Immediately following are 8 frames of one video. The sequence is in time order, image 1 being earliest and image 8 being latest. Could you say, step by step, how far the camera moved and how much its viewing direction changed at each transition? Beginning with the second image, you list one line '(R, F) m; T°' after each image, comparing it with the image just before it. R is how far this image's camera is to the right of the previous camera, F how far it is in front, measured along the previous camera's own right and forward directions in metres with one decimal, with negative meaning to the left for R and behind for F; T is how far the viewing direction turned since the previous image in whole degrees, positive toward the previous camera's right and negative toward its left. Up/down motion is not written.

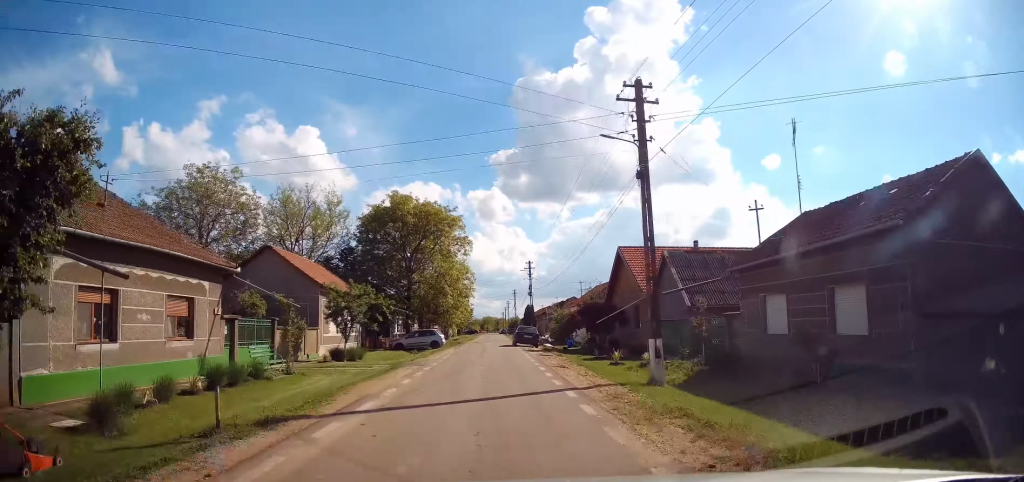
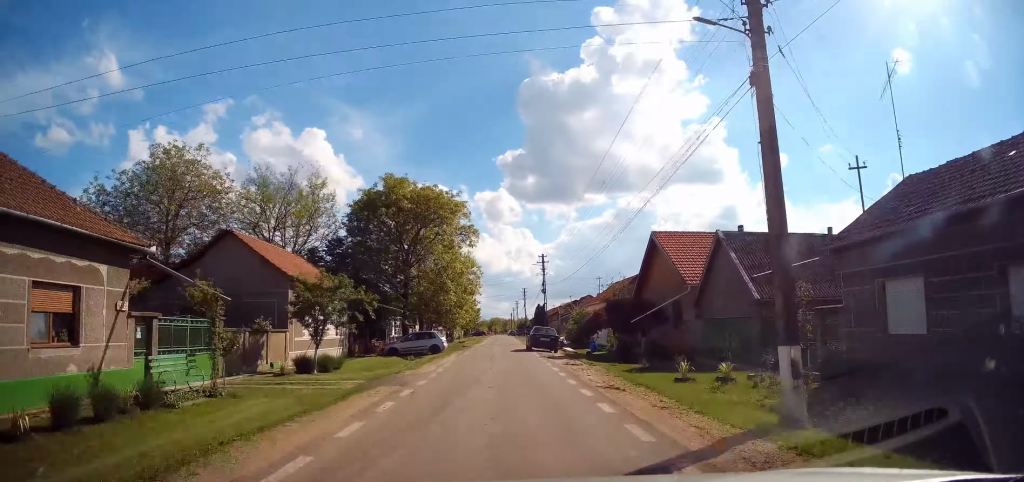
(0.0, +5.7) m; +1°
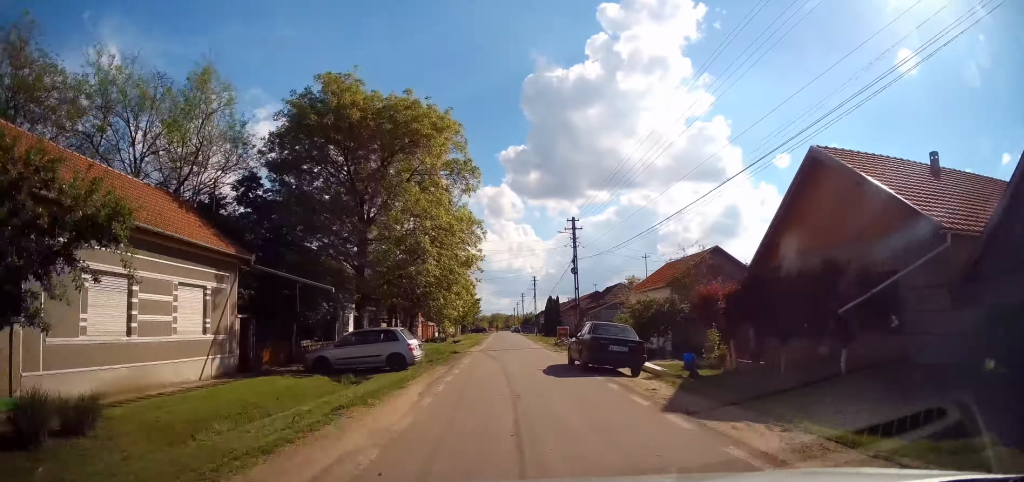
(+0.4, +14.7) m; +1°
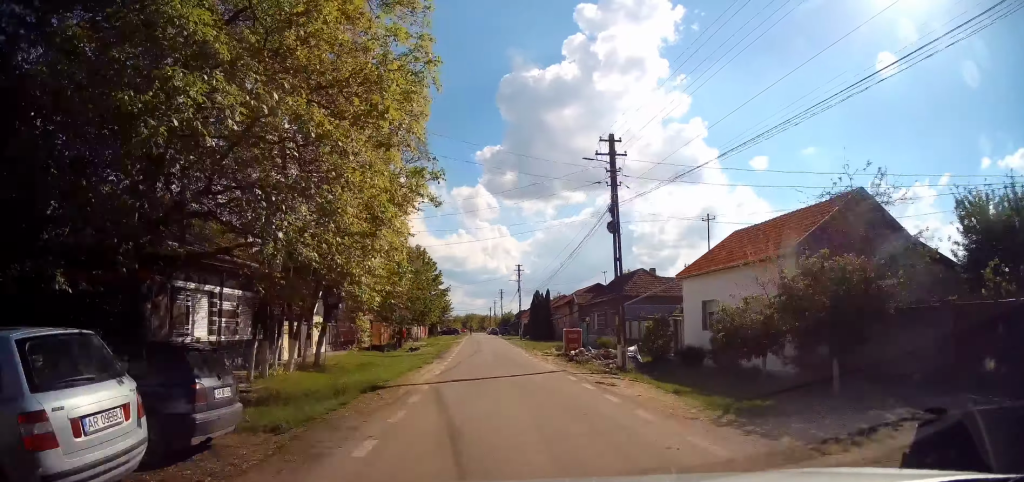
(0.0, +15.4) m; +2°
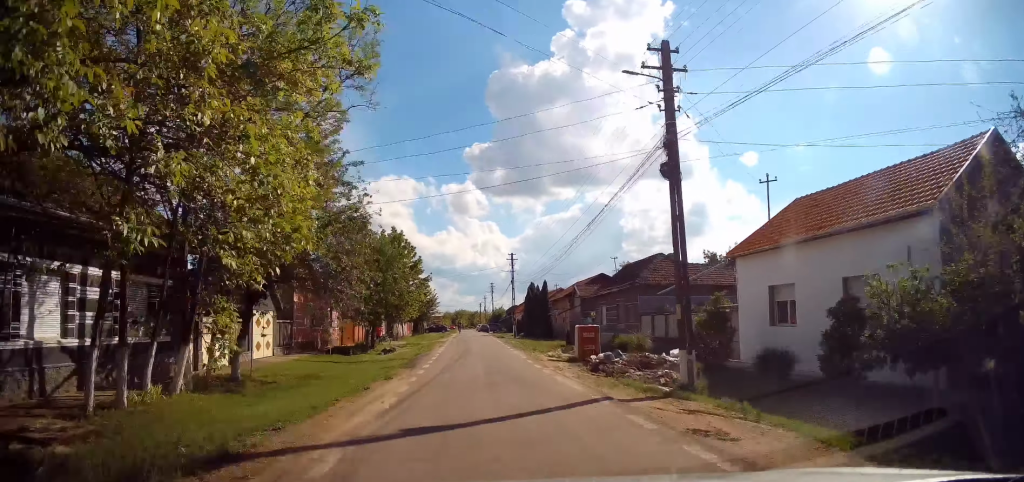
(+0.2, +6.6) m; +1°
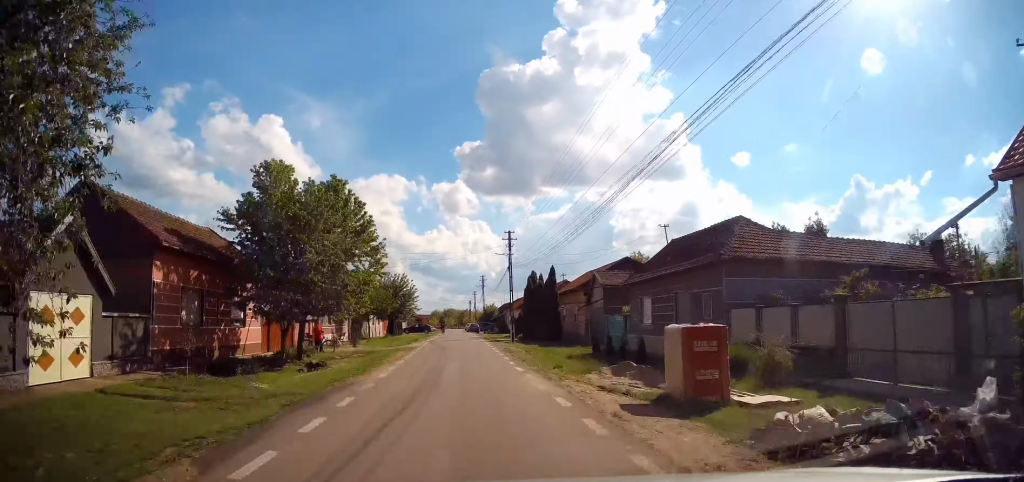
(+0.1, +12.1) m; 0°
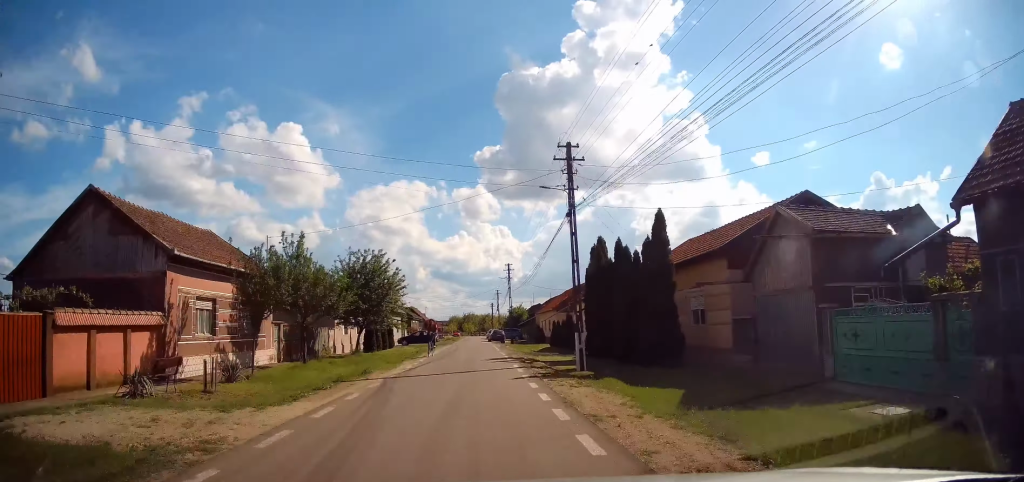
(-0.2, +20.6) m; 0°
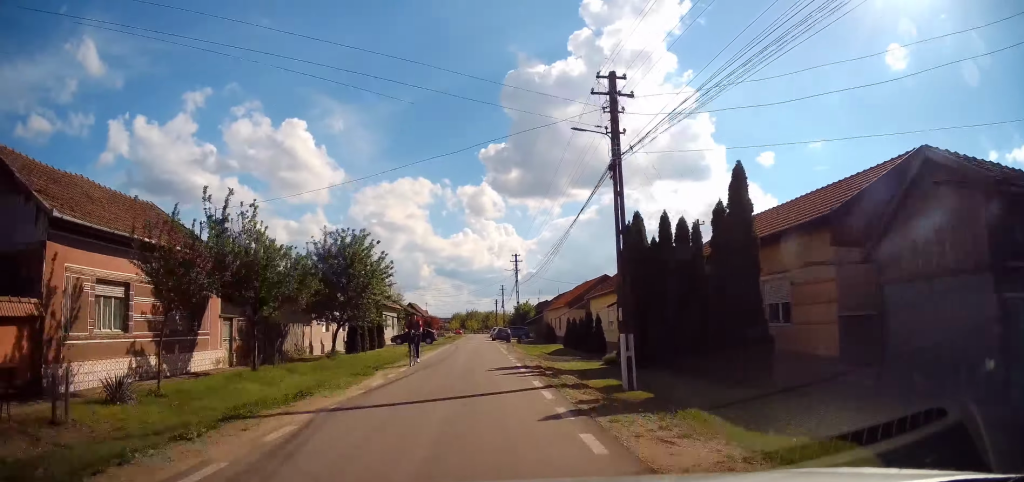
(+0.1, +5.9) m; 0°
